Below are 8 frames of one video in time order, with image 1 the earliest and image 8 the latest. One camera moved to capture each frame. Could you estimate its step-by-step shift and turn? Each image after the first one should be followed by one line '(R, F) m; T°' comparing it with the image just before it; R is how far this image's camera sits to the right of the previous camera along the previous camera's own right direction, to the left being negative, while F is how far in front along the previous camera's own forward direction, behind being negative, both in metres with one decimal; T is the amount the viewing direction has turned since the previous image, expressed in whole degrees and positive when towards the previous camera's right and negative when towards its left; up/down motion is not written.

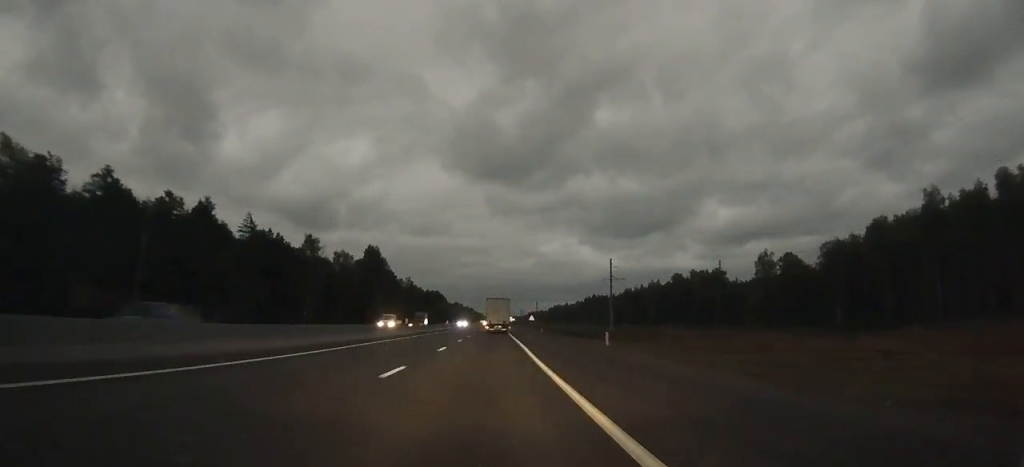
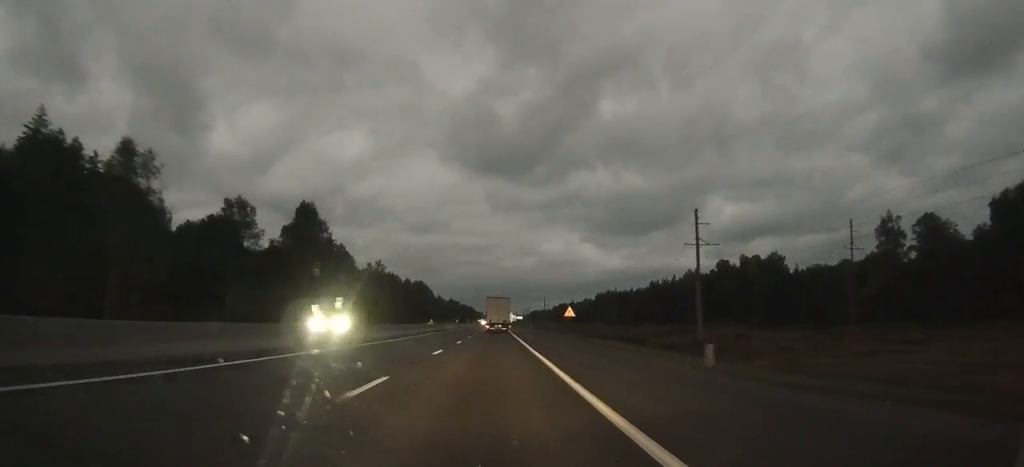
(-0.1, +64.2) m; 0°
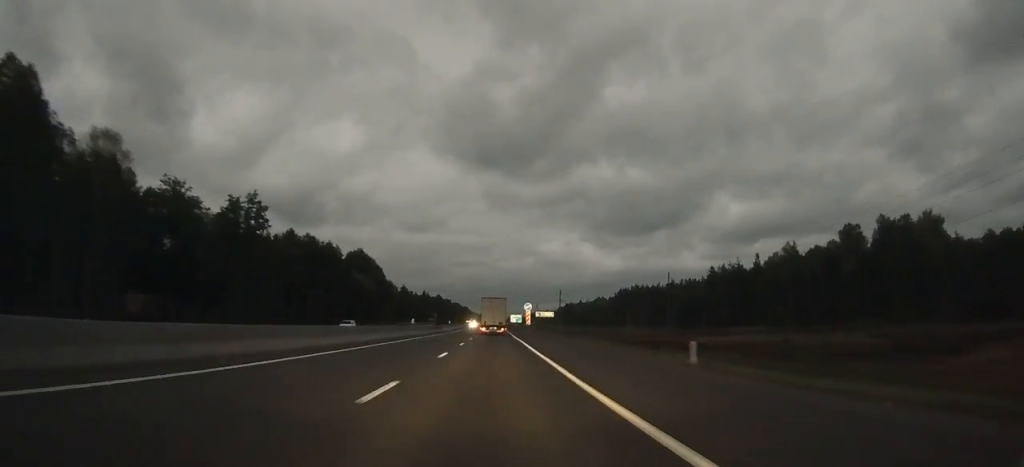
(-0.1, +97.0) m; 0°
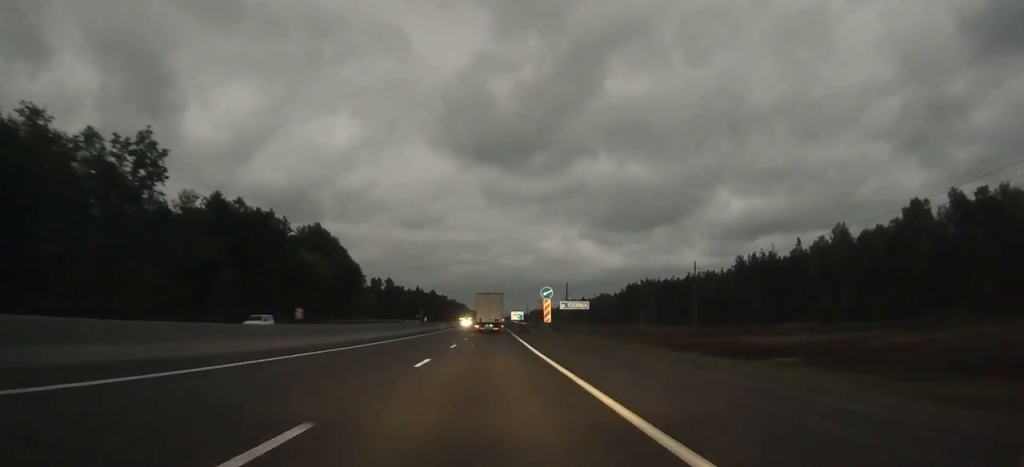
(+0.1, +29.7) m; 0°
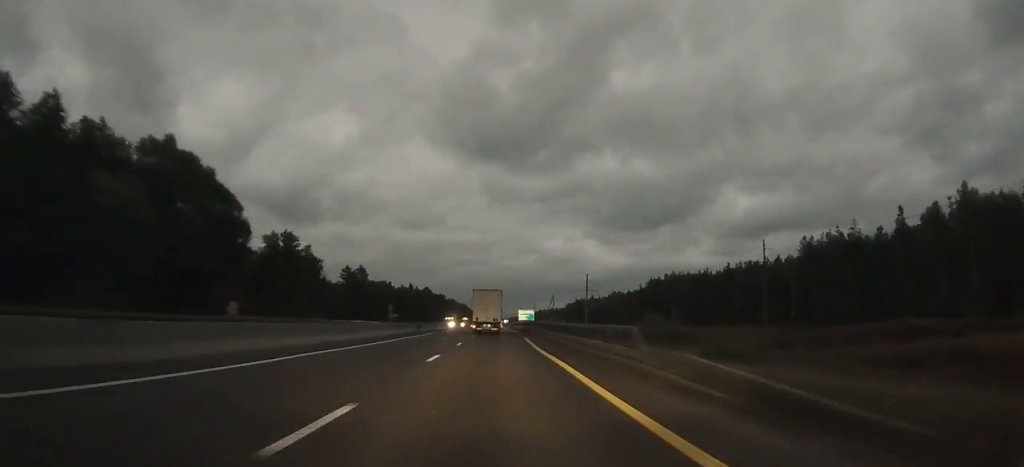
(+0.2, +47.0) m; 0°
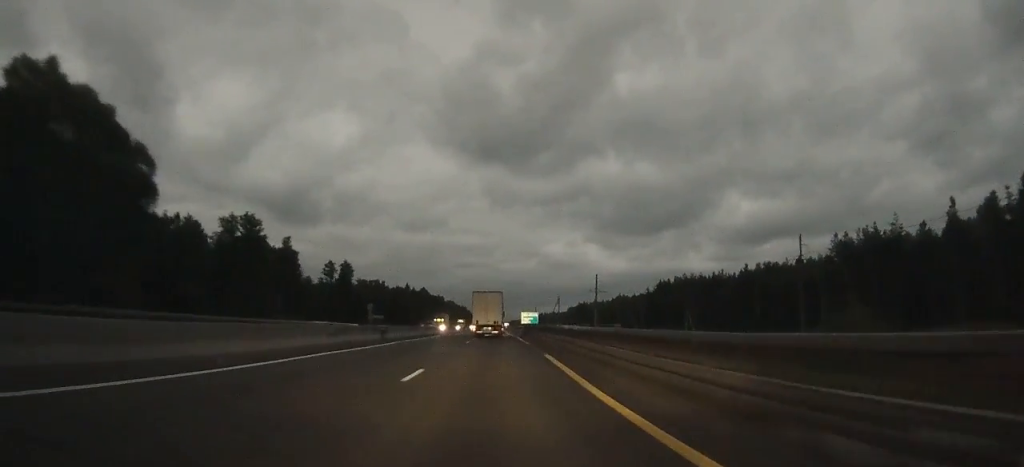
(+0.1, +17.6) m; 0°
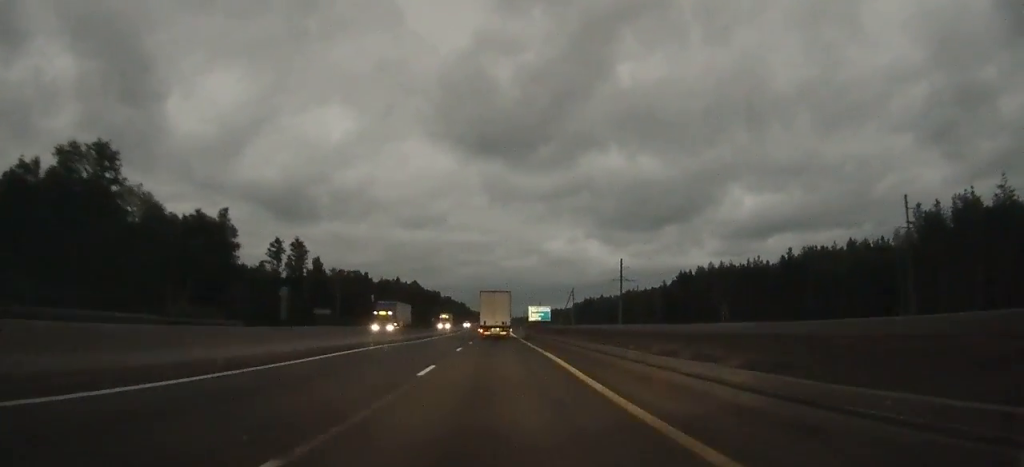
(-0.3, +36.7) m; -1°
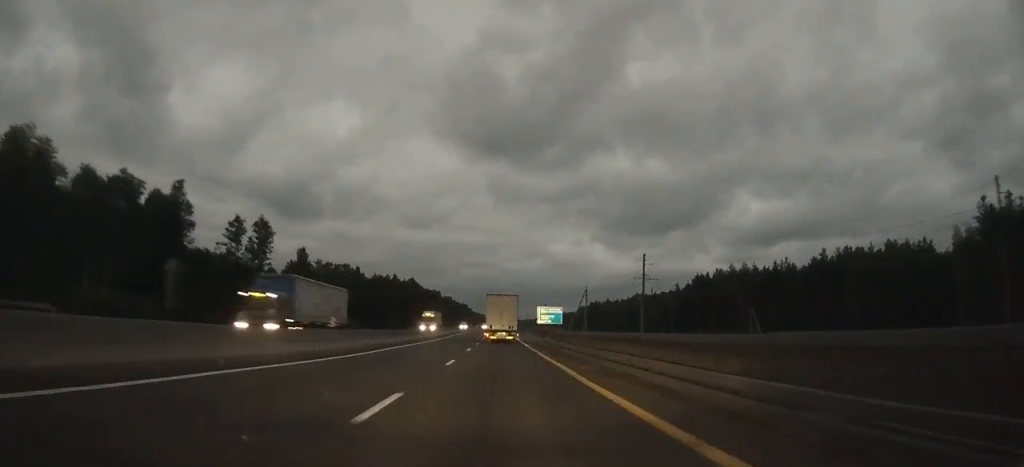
(0.0, +19.1) m; 0°
